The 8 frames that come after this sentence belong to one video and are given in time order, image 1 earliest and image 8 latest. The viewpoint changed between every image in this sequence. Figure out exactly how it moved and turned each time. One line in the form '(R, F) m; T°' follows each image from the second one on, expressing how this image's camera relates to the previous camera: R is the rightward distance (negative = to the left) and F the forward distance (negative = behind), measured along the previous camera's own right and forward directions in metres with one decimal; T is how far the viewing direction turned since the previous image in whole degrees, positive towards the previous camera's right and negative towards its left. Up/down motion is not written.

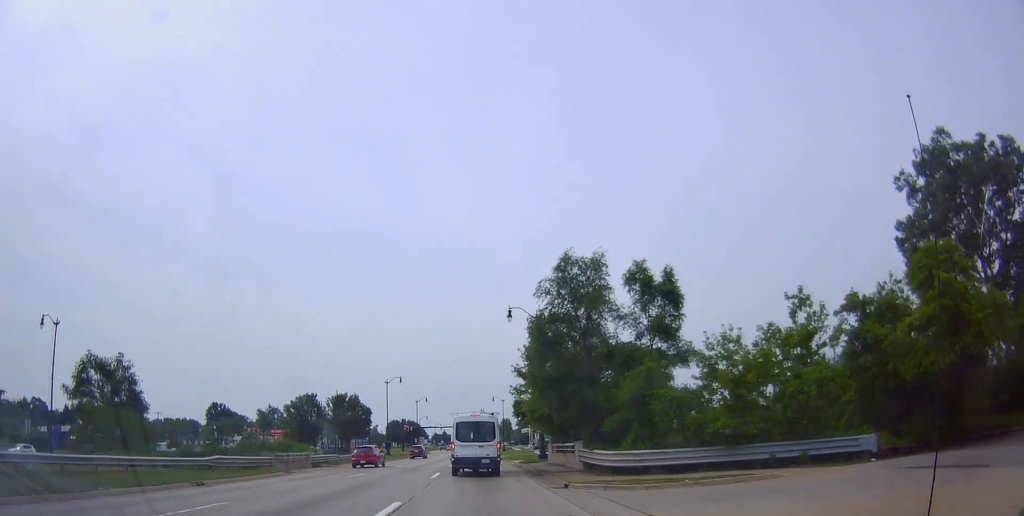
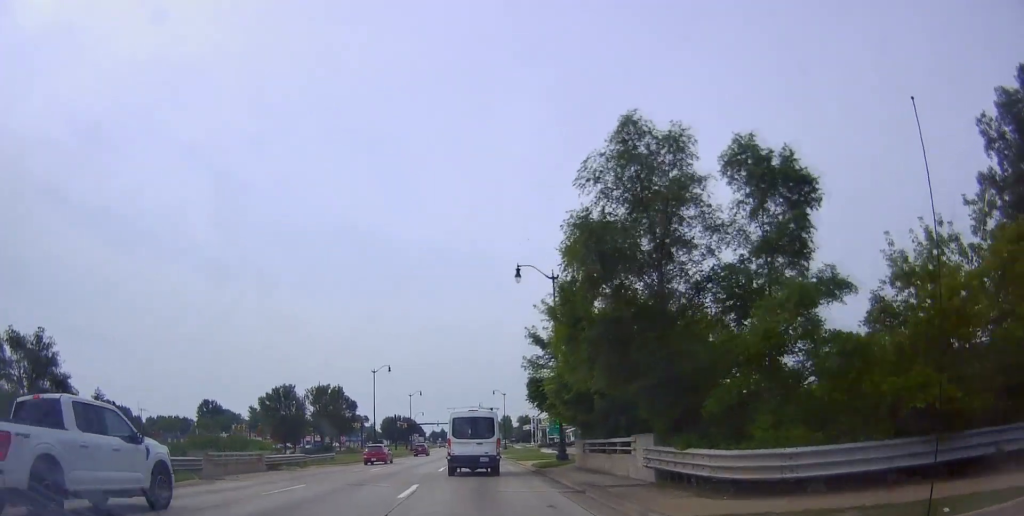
(0.0, +10.3) m; 0°
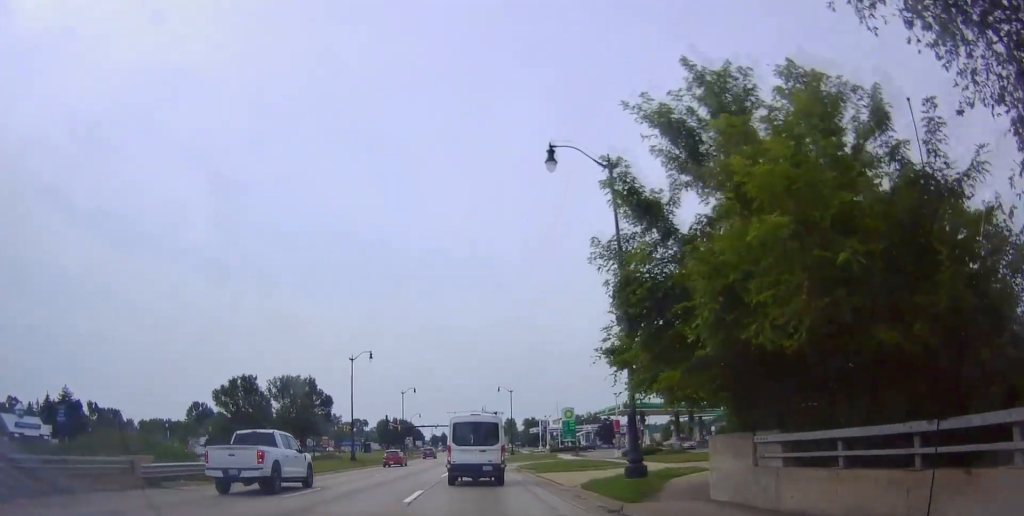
(0.0, +14.4) m; 0°
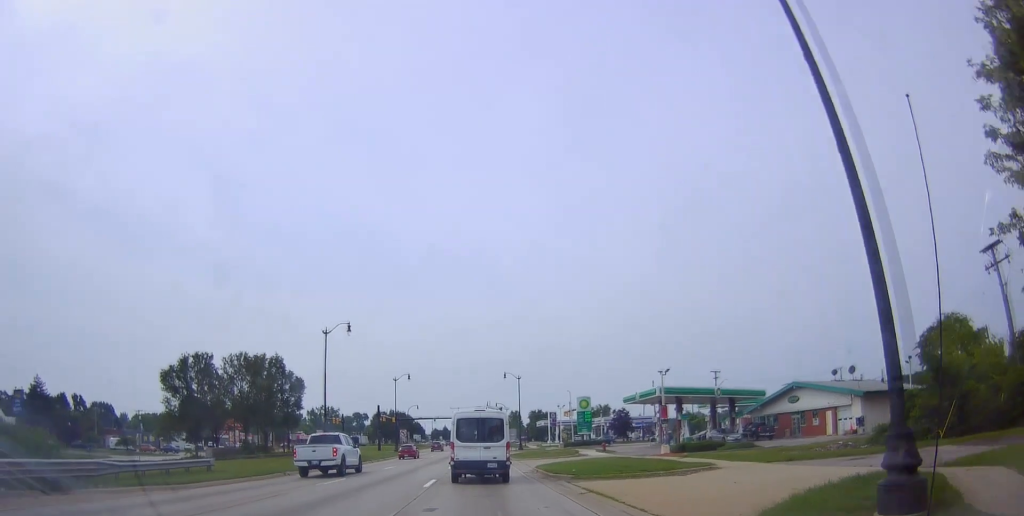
(0.0, +11.7) m; 0°
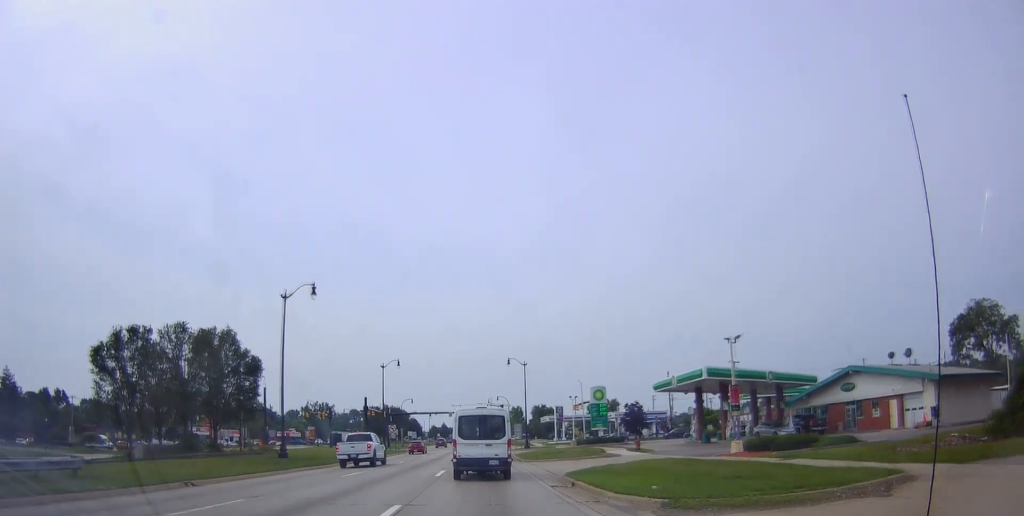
(0.0, +10.7) m; -3°
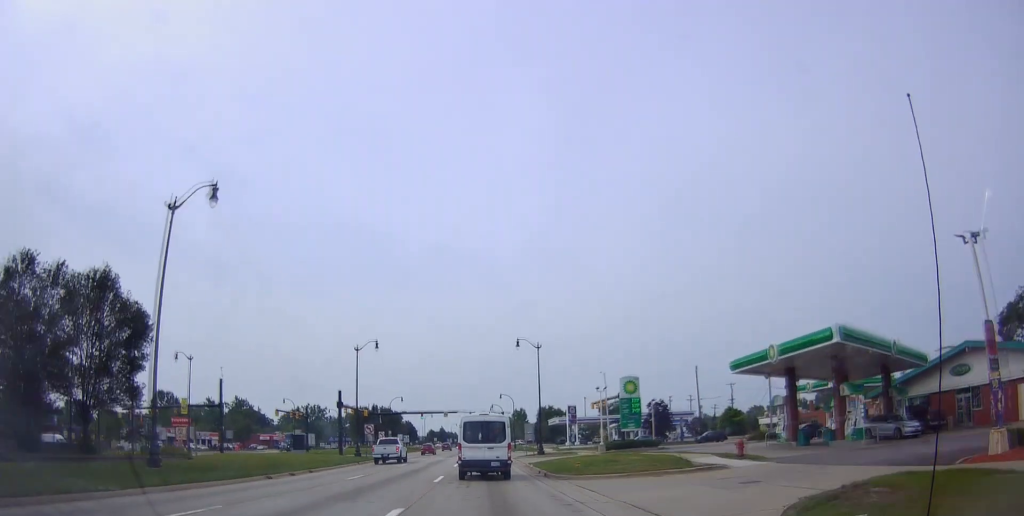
(-0.7, +15.6) m; 0°
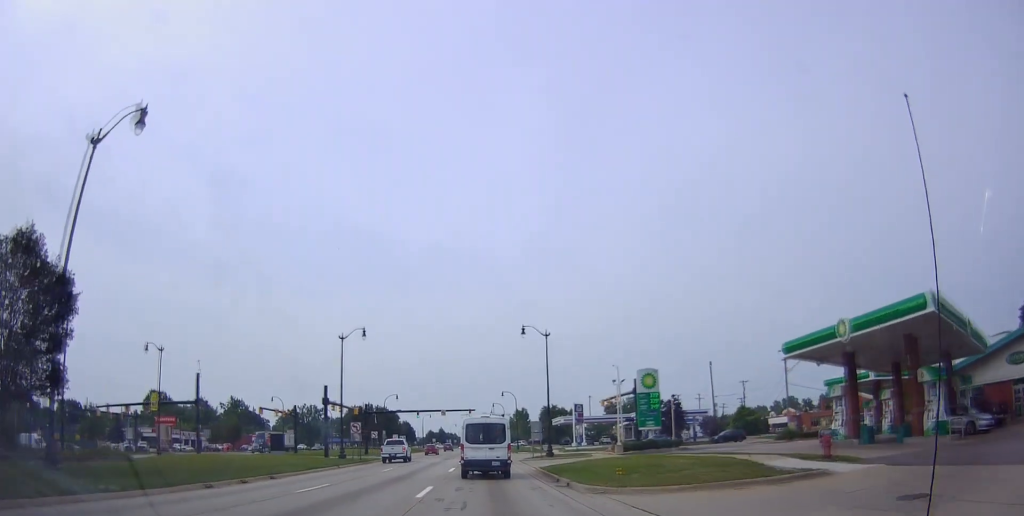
(+0.4, +6.2) m; +2°
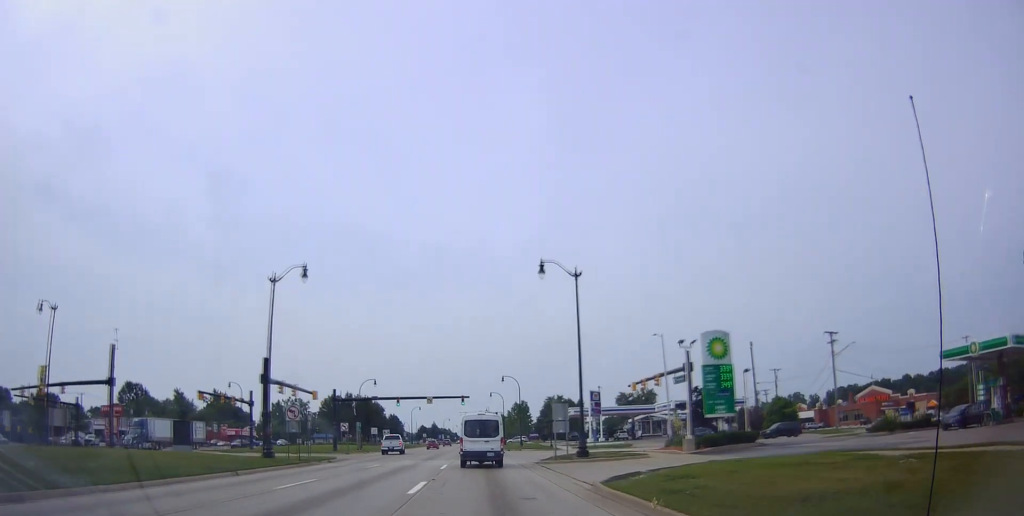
(+0.3, +15.8) m; +1°
